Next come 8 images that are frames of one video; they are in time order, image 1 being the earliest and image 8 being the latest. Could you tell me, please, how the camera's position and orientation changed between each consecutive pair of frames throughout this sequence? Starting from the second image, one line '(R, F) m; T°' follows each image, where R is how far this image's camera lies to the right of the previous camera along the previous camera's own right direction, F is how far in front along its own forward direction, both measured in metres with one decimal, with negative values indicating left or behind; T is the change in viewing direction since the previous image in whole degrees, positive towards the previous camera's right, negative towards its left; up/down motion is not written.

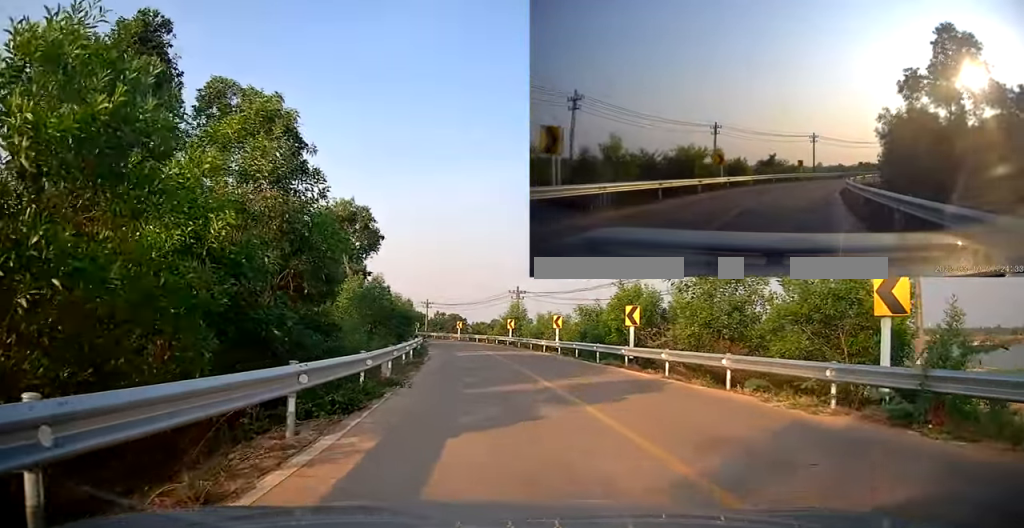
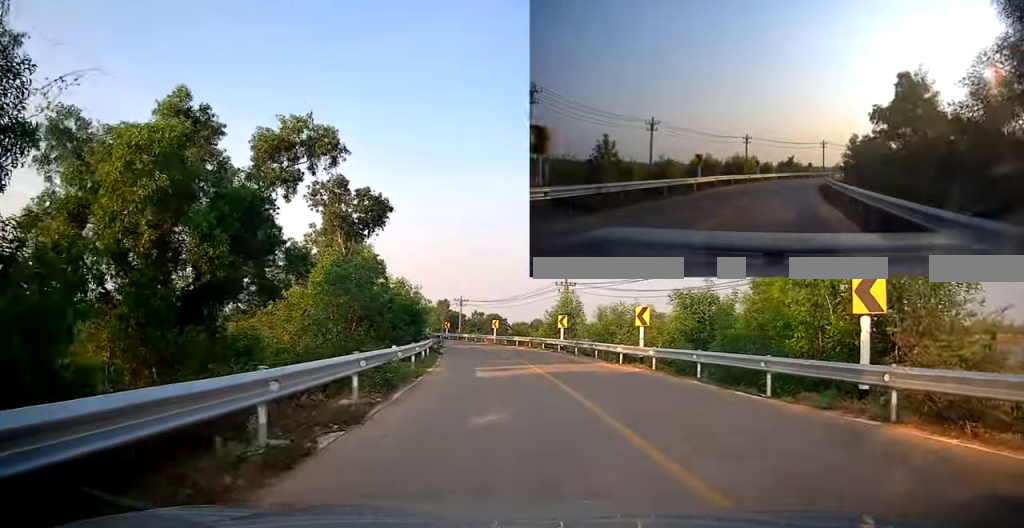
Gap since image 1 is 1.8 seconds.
(-0.6, +13.7) m; -5°
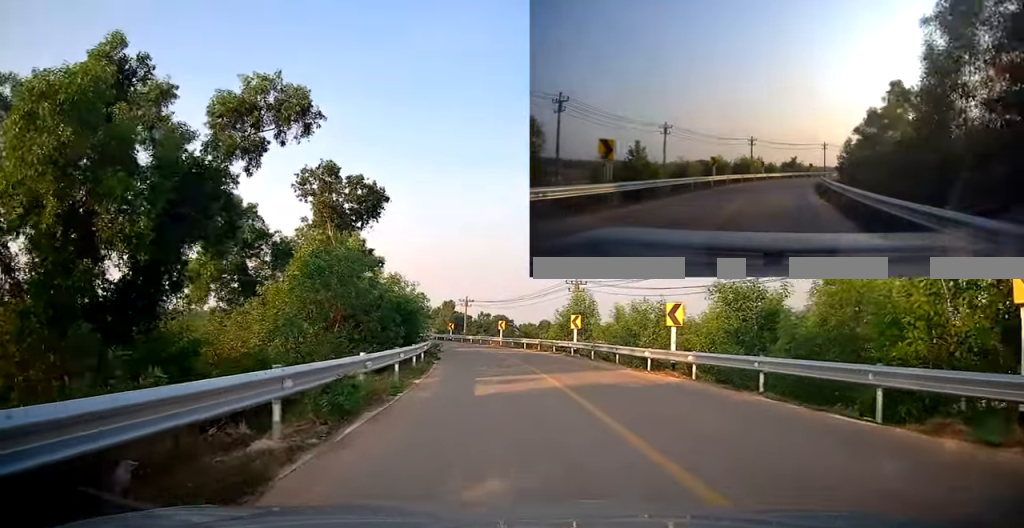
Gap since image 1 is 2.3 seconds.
(-0.2, +3.6) m; -1°
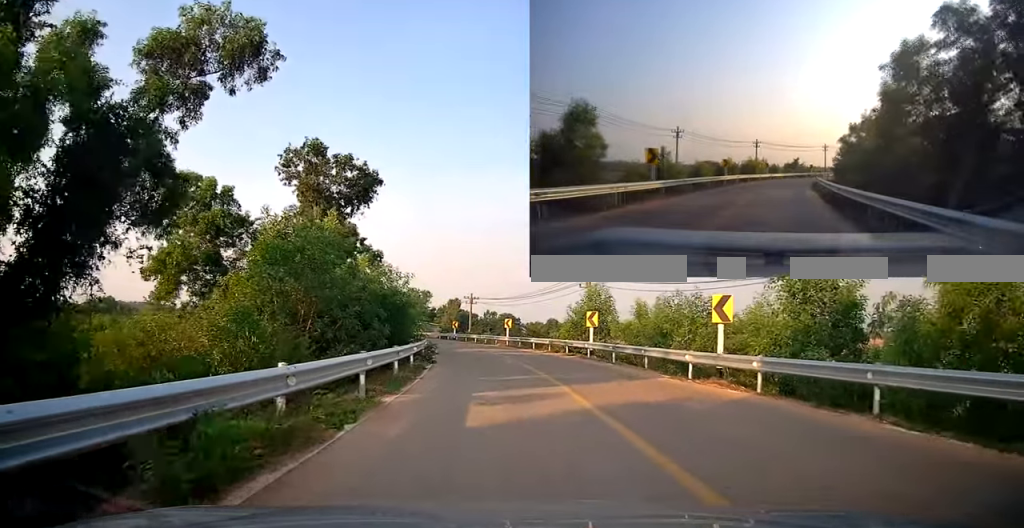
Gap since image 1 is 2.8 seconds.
(+0.1, +4.0) m; +1°
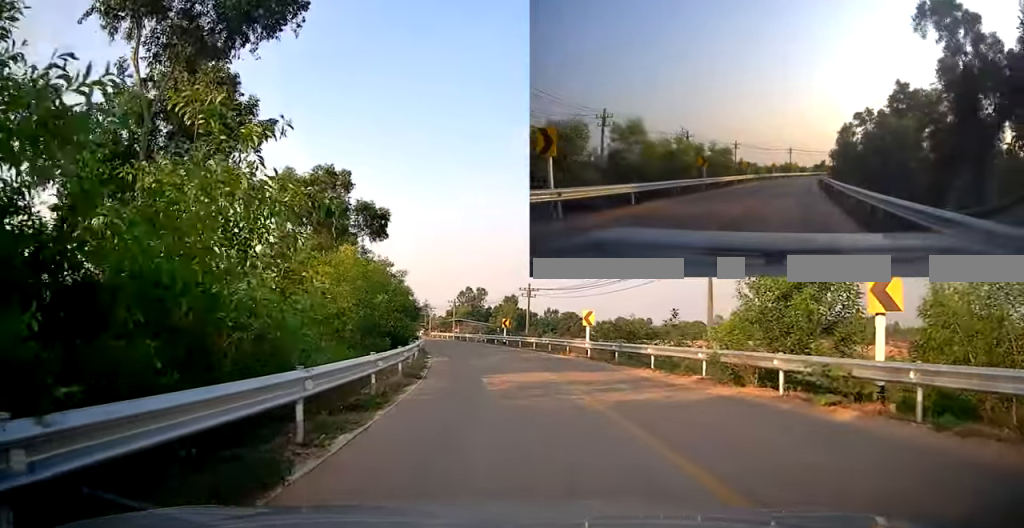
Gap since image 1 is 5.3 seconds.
(-0.7, +20.5) m; -4°
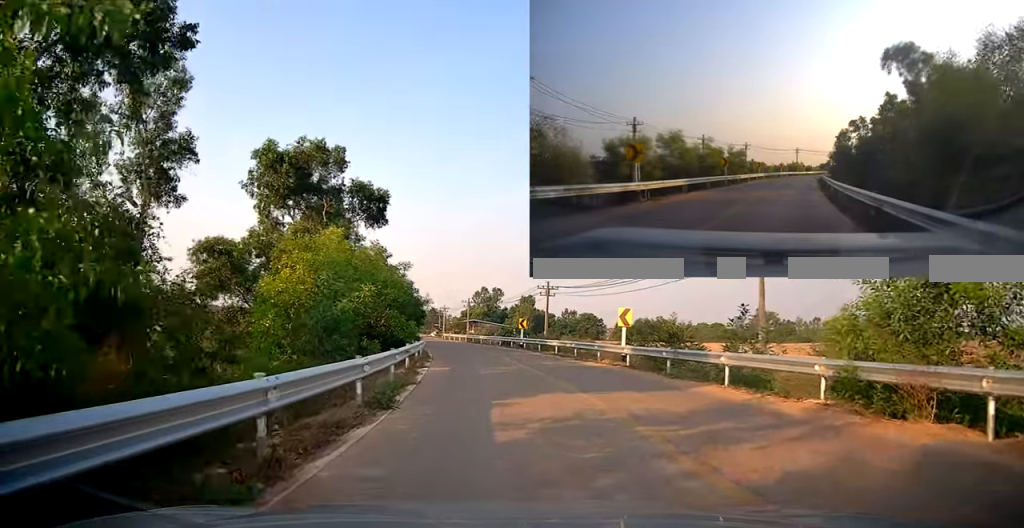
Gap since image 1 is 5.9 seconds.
(+0.2, +5.3) m; -1°
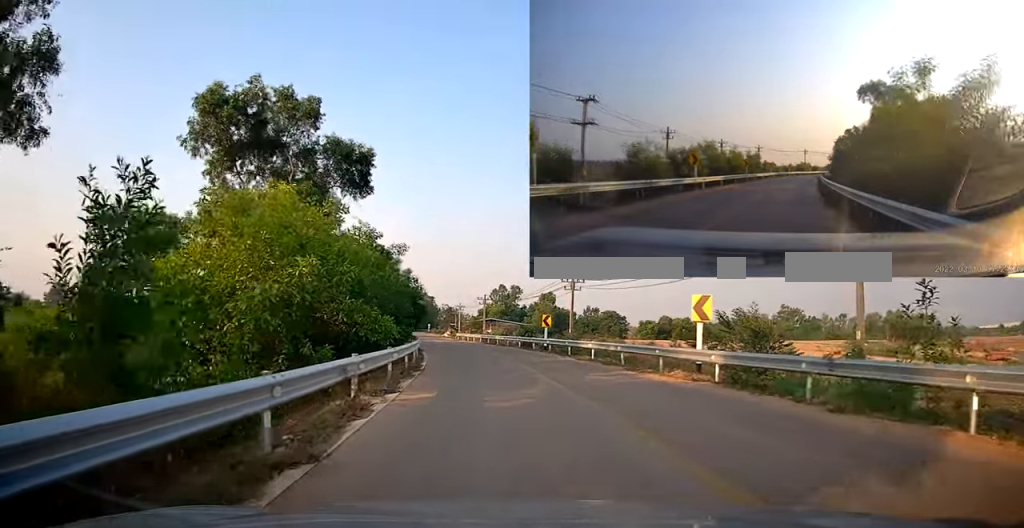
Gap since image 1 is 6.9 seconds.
(-0.2, +7.6) m; -4°
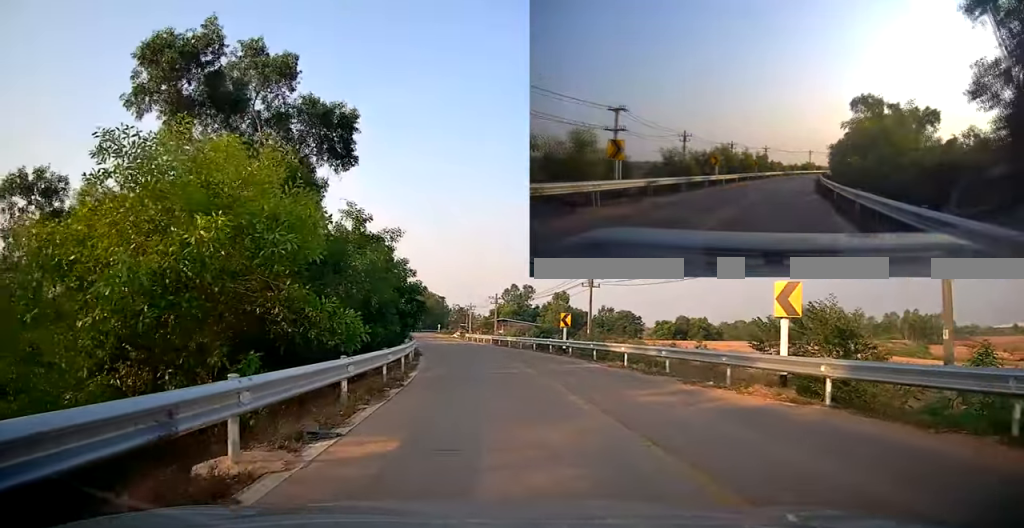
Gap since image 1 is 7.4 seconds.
(-0.2, +4.6) m; -3°
